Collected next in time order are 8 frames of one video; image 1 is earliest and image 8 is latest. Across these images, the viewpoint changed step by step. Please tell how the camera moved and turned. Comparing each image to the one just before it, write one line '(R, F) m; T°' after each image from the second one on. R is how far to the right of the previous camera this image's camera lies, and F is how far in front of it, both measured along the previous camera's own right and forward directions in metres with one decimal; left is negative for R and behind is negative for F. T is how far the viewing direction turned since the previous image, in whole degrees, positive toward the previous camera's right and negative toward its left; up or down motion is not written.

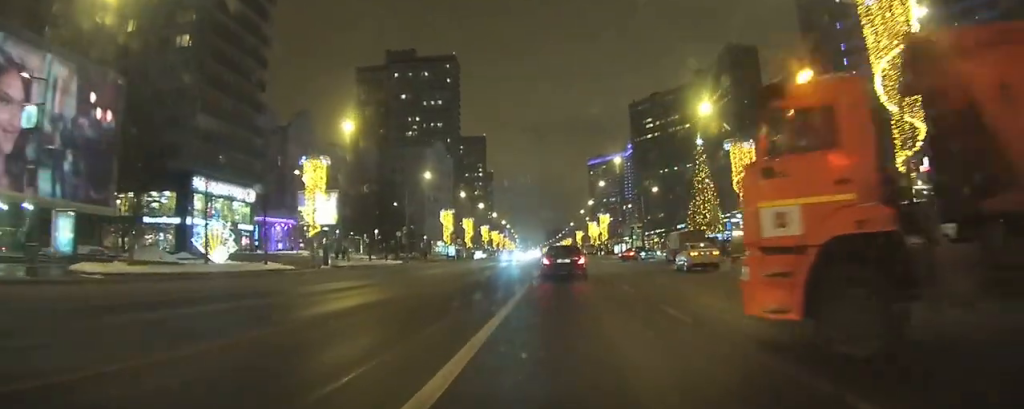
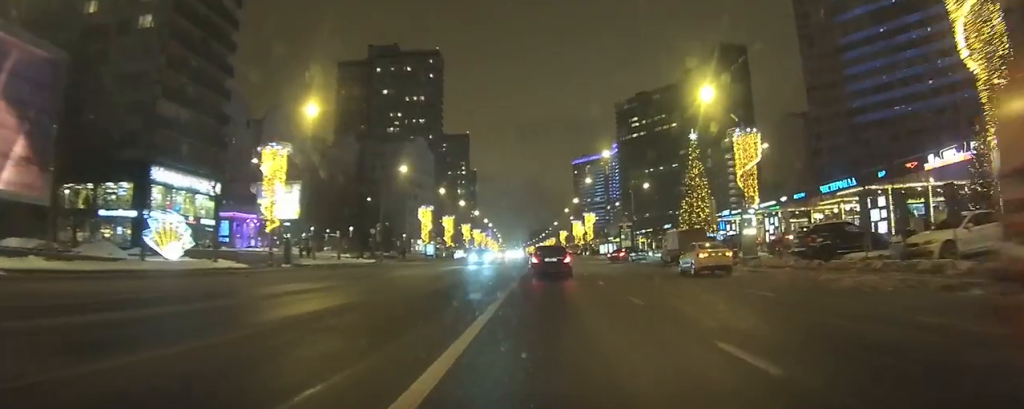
(+0.1, +4.5) m; +1°
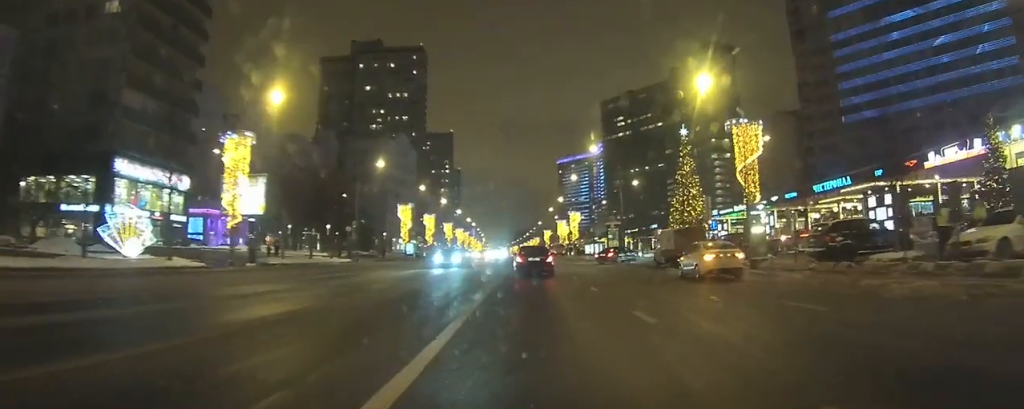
(0.0, +3.3) m; 0°
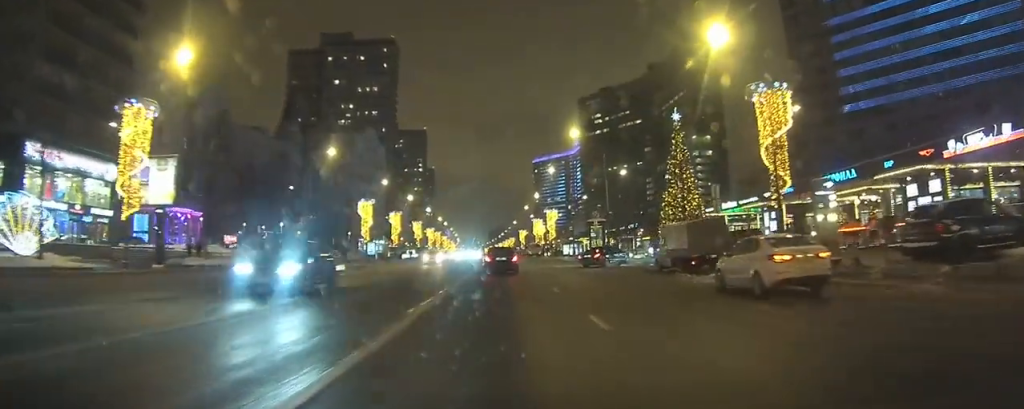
(0.0, +8.5) m; +1°
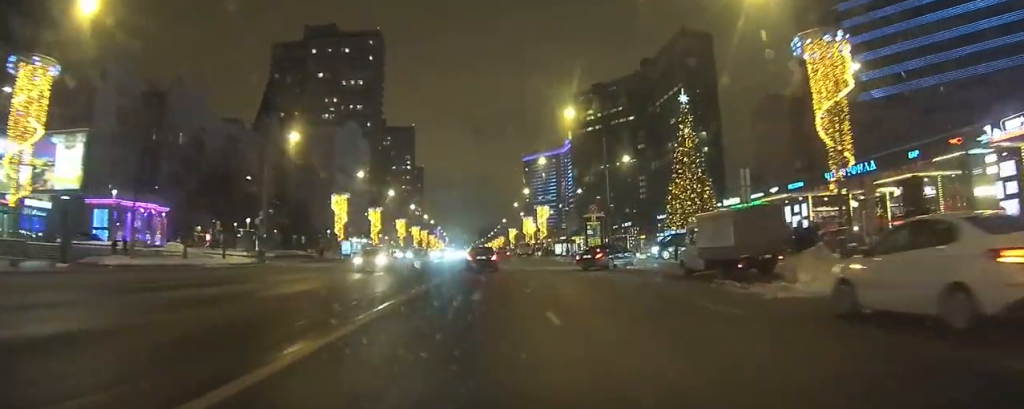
(0.0, +7.2) m; +2°
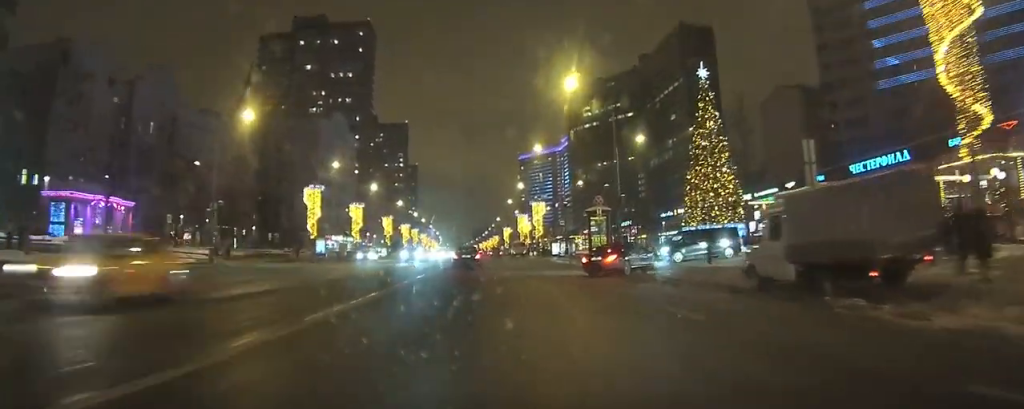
(+0.3, +8.0) m; +1°
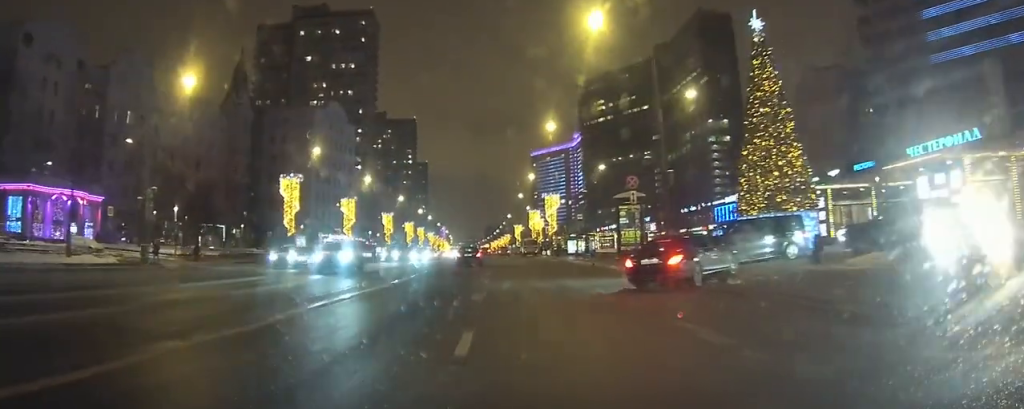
(-0.4, +10.0) m; -5°
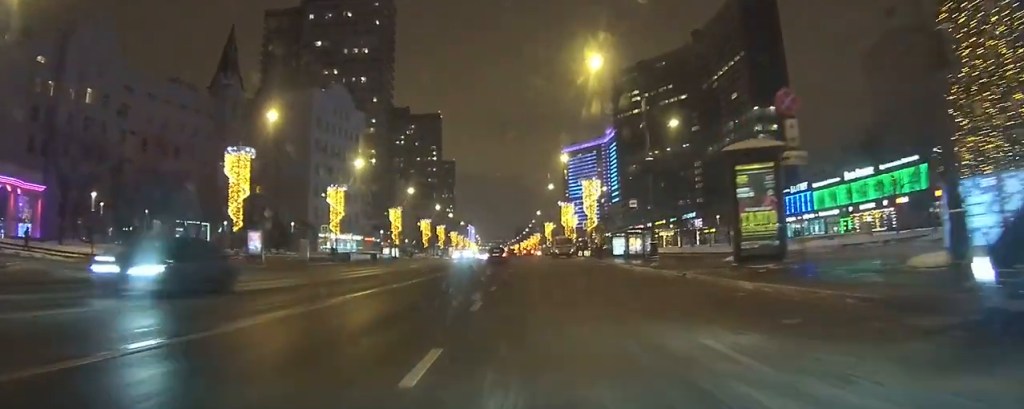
(-0.8, +17.3) m; -2°
